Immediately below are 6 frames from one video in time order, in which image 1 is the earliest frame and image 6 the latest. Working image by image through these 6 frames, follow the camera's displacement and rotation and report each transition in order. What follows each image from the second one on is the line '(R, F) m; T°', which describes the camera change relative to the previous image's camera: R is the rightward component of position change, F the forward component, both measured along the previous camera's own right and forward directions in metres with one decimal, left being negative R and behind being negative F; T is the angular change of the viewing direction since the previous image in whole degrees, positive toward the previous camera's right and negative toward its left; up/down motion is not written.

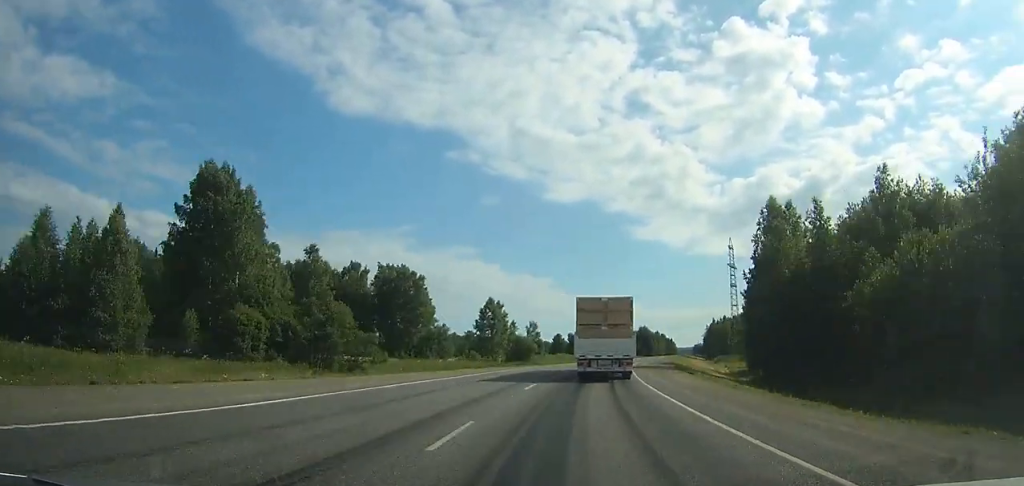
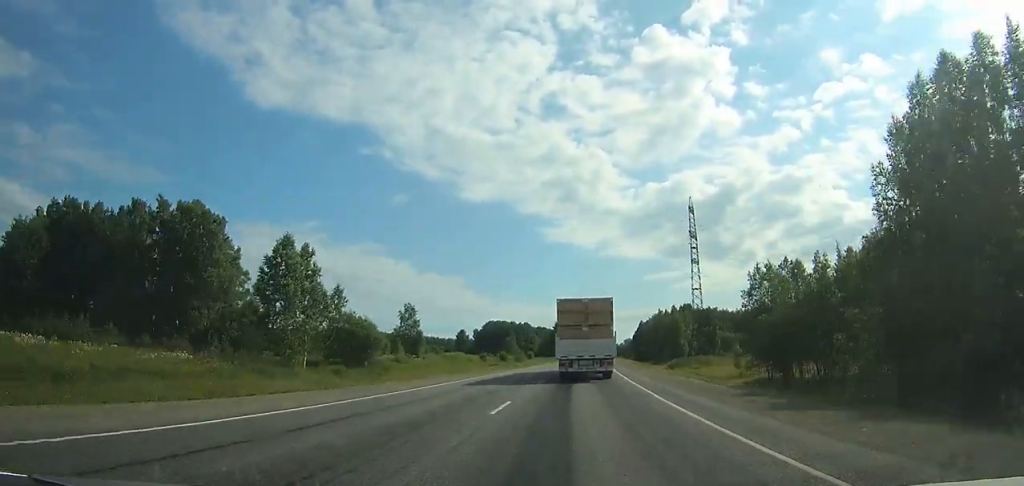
(+2.6, +55.8) m; +5°
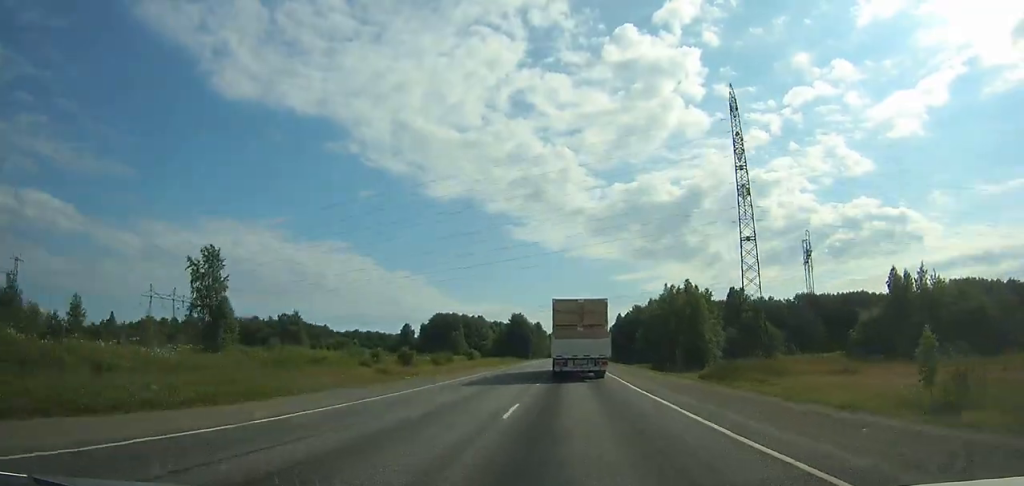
(+3.0, +62.3) m; +4°
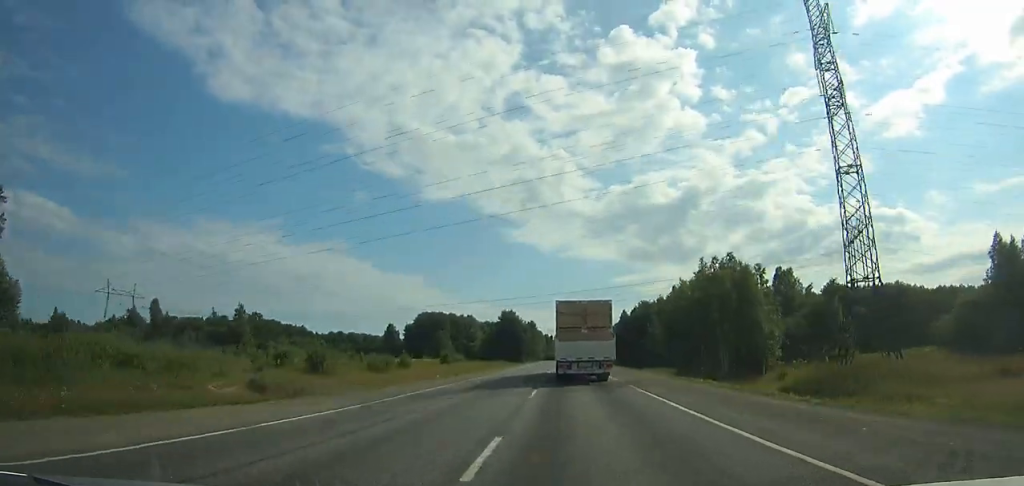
(+0.5, +30.0) m; 0°
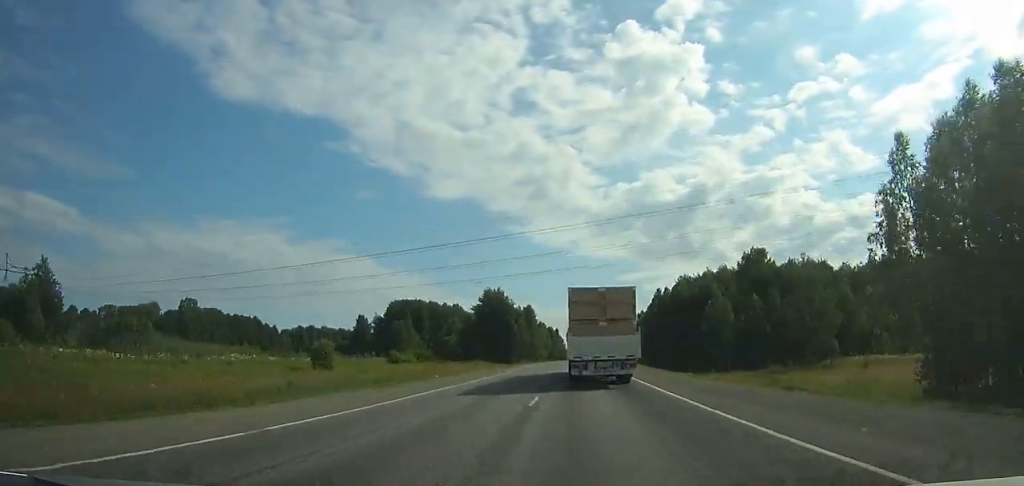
(+0.3, +64.7) m; 0°
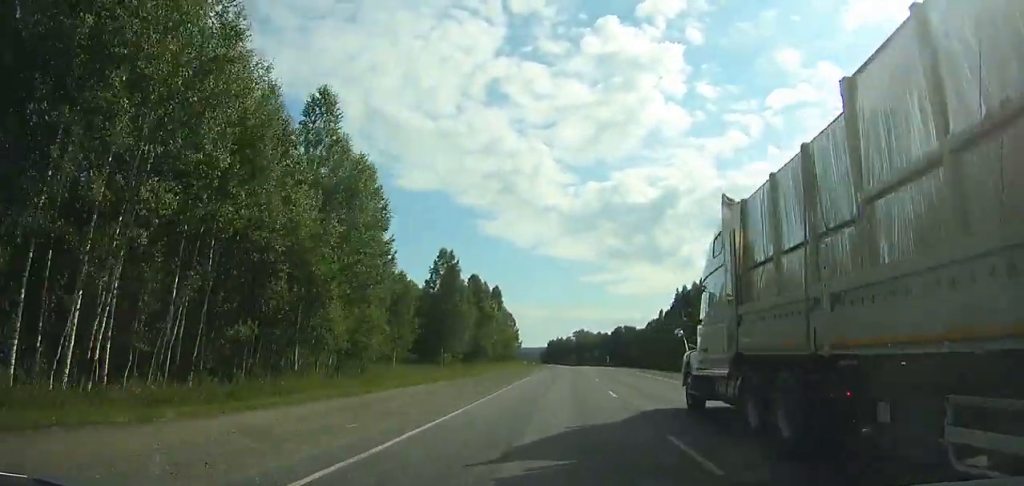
(+2.8, +152.2) m; +3°
